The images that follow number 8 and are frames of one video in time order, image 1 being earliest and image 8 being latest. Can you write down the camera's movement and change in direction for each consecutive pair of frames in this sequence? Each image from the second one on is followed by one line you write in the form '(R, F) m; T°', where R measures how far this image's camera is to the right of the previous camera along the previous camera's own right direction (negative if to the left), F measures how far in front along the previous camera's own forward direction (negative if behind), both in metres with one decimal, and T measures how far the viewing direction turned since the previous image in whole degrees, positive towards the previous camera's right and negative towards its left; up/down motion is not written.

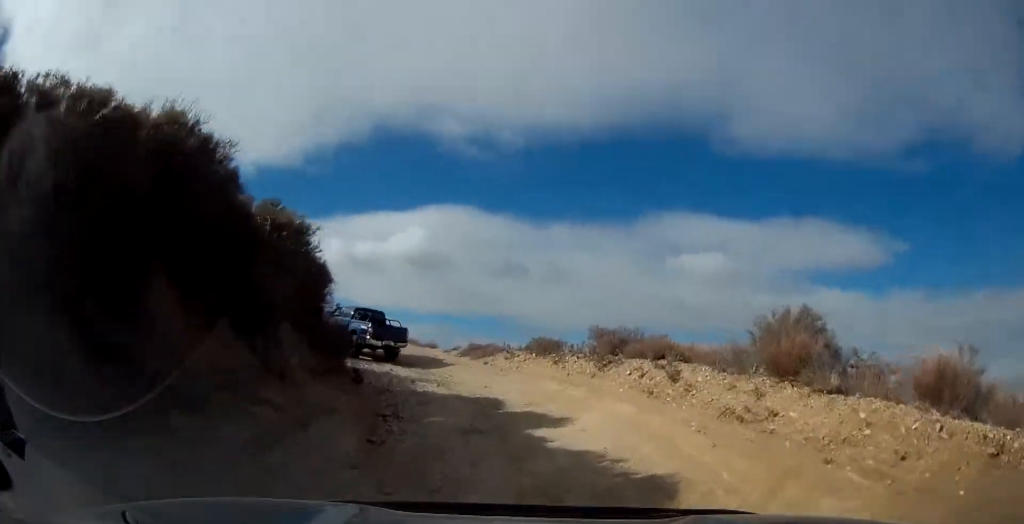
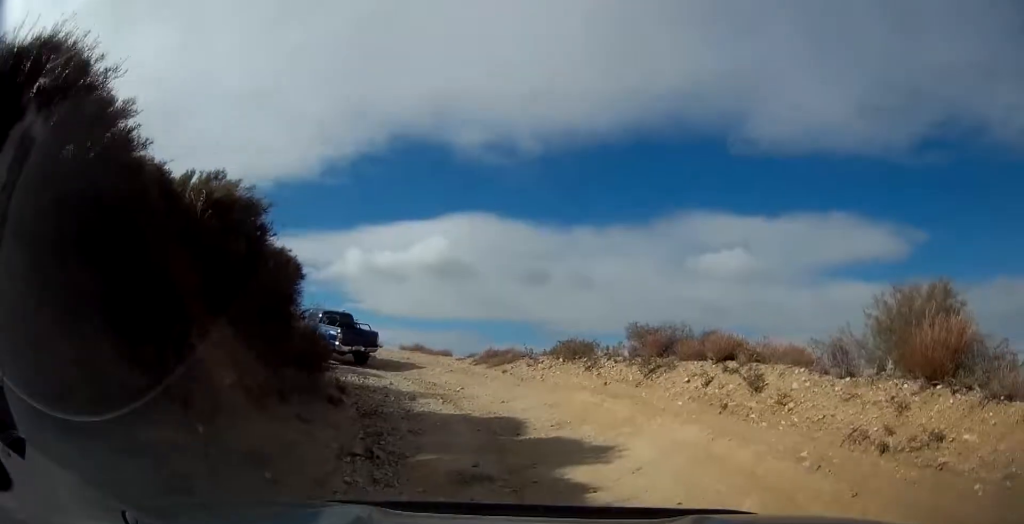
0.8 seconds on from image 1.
(-0.5, +3.5) m; -6°
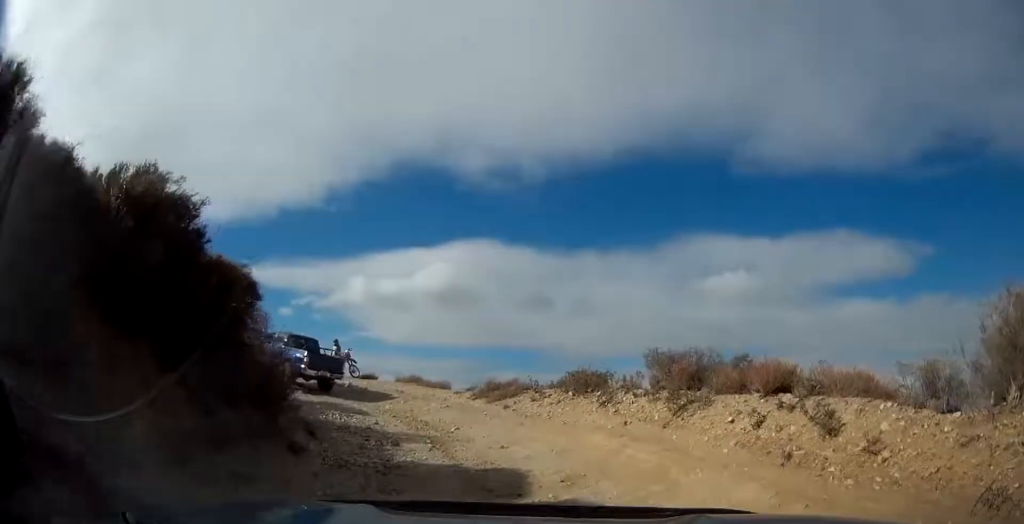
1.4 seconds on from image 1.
(0.0, +1.9) m; 0°
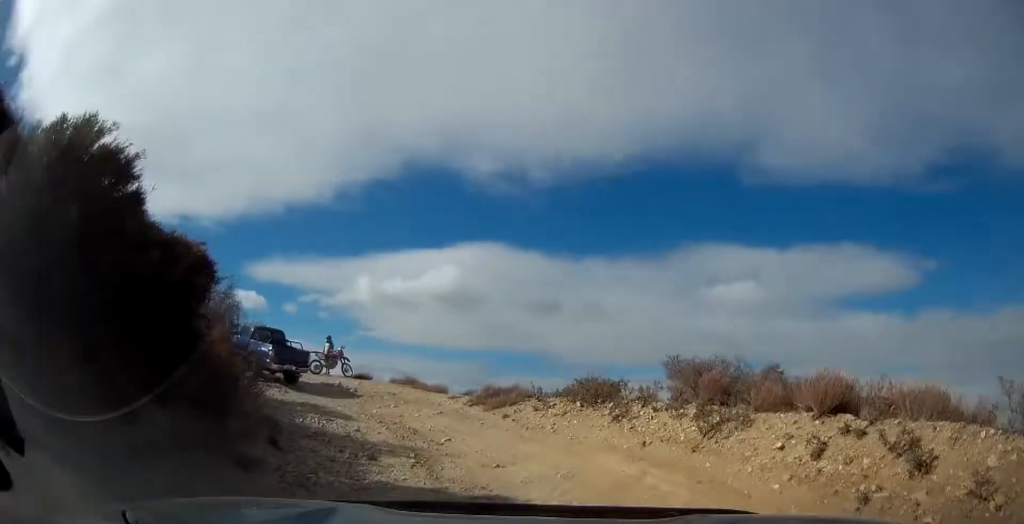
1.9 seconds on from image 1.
(0.0, +1.2) m; +1°
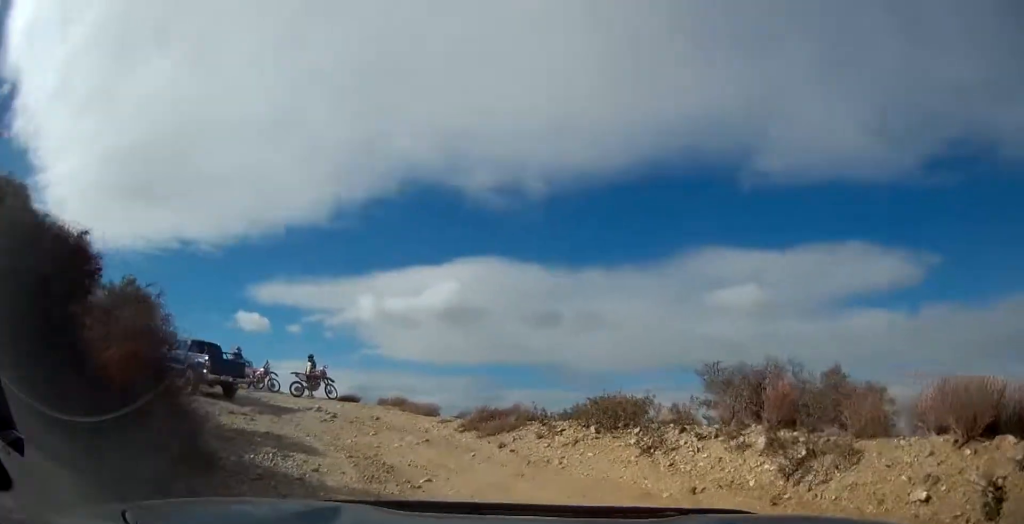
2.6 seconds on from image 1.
(0.0, +1.9) m; 0°
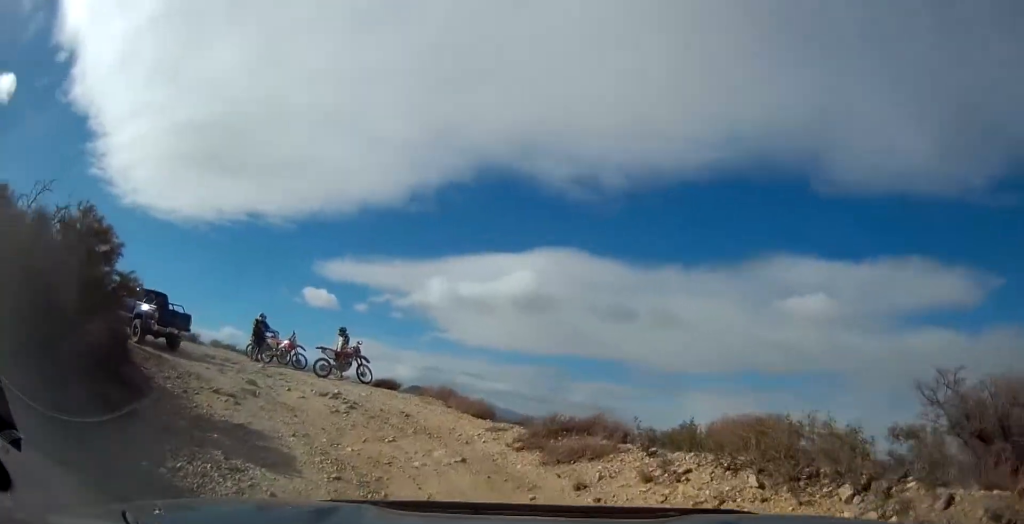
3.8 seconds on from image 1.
(0.0, +4.3) m; -5°
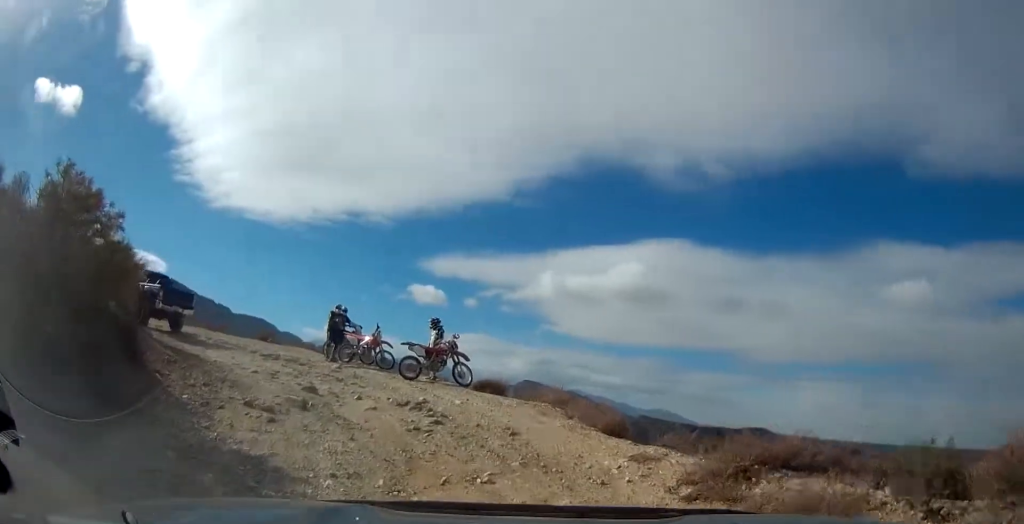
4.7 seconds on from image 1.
(-0.3, +3.6) m; -9°
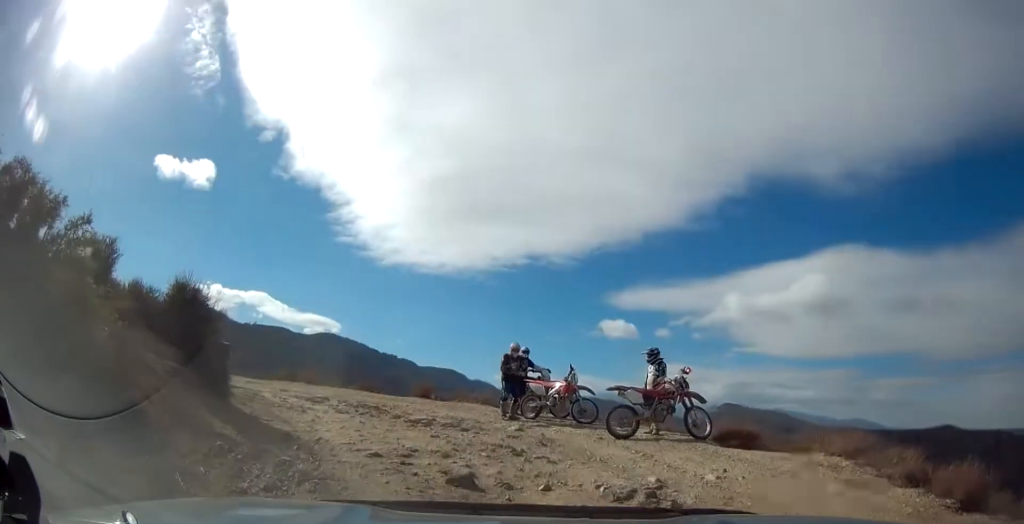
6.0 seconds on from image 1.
(-0.6, +4.8) m; -22°
